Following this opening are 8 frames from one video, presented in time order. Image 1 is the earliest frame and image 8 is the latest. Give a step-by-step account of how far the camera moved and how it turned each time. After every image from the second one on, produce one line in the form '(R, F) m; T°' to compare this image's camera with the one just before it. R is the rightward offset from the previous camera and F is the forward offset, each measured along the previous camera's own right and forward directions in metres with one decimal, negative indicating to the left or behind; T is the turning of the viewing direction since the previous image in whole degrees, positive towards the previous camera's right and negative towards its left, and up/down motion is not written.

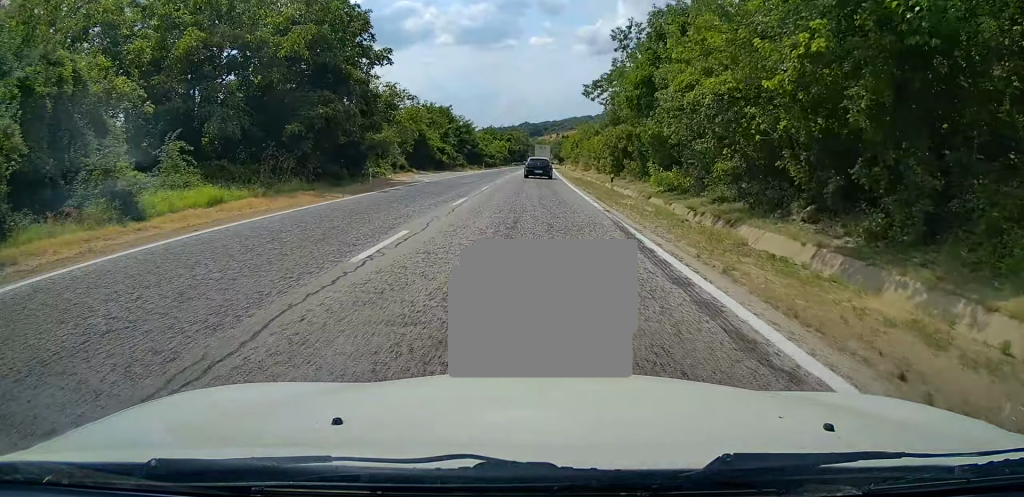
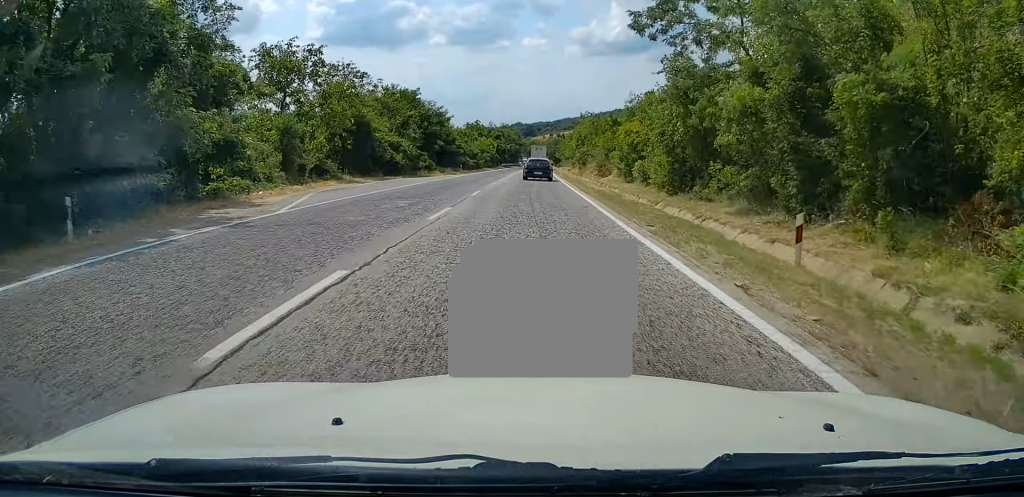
(0.0, +21.7) m; +1°
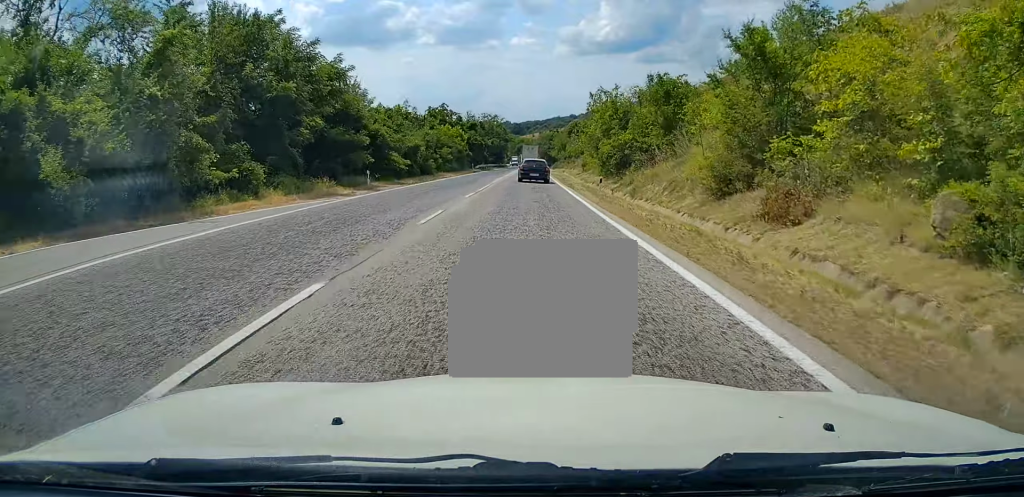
(+0.8, +37.0) m; +1°
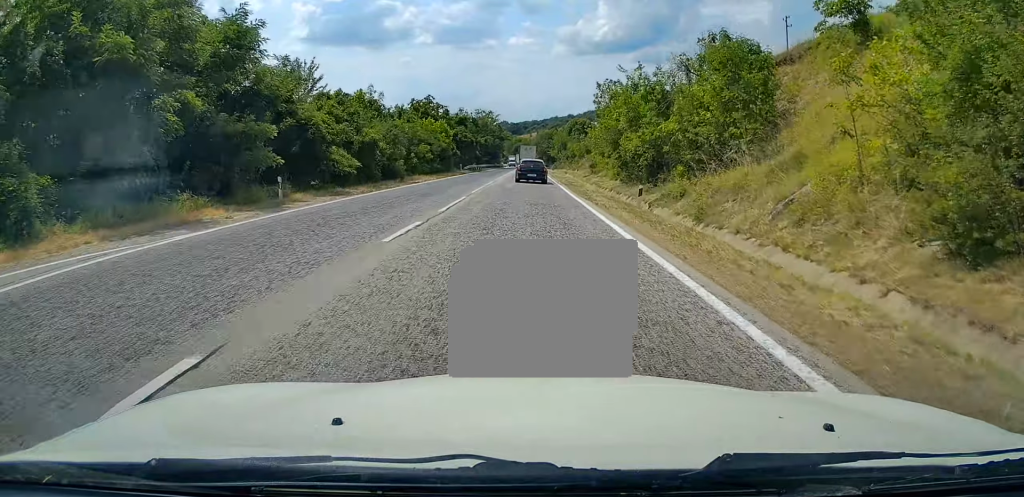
(0.0, +11.6) m; 0°
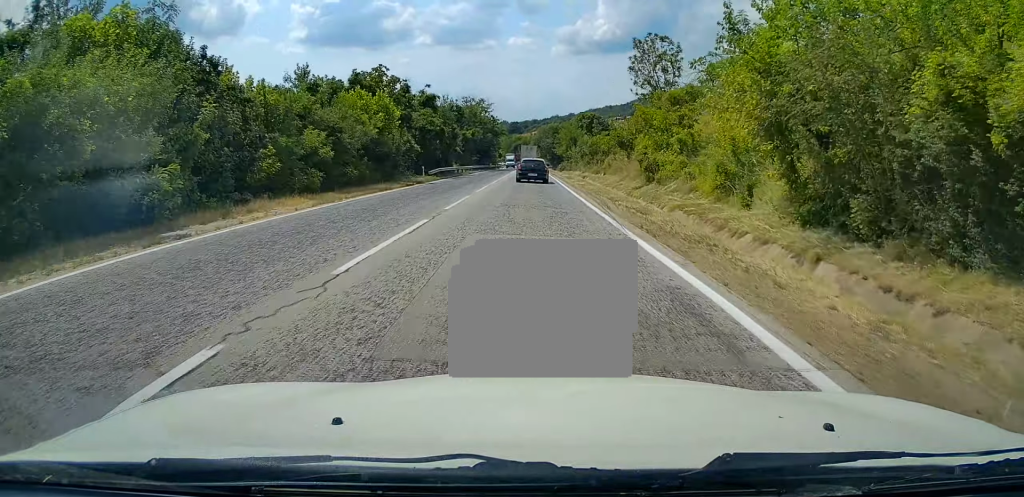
(0.0, +26.2) m; 0°
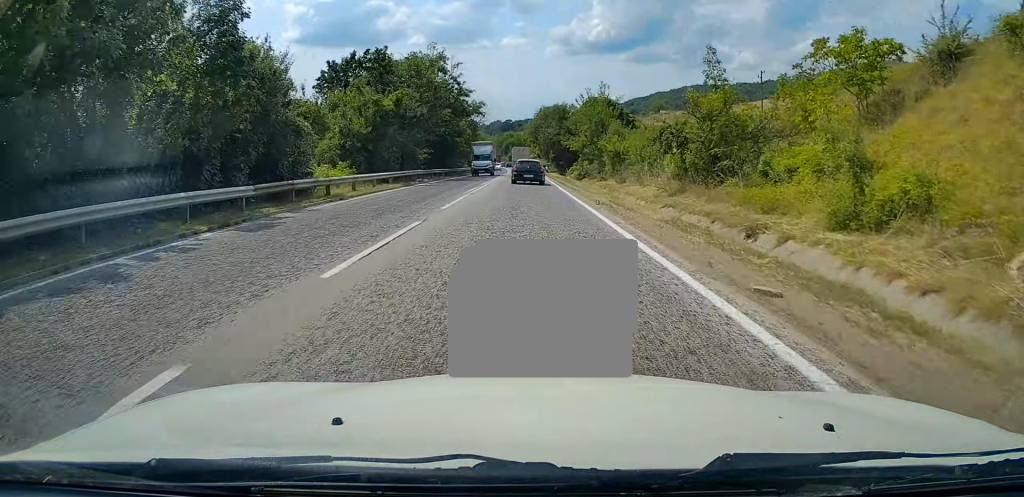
(0.0, +45.0) m; 0°
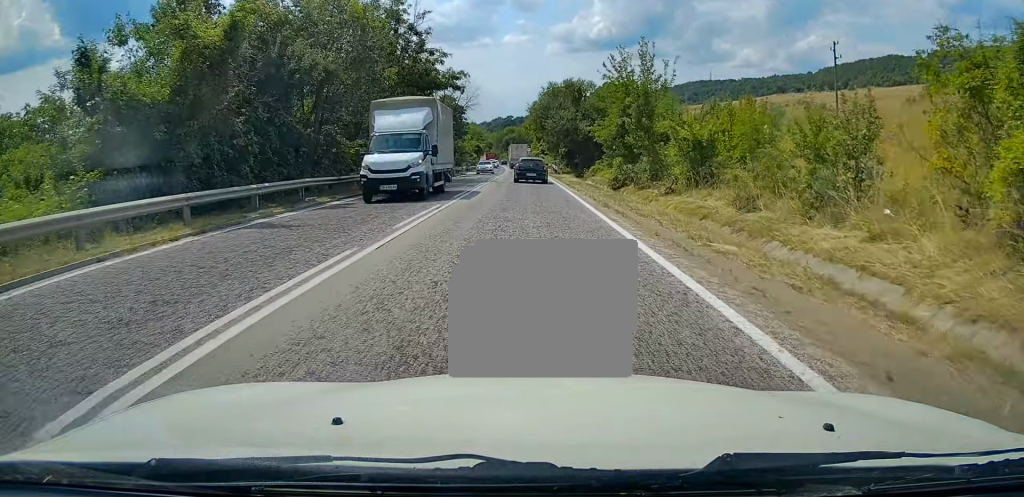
(0.0, +21.9) m; 0°
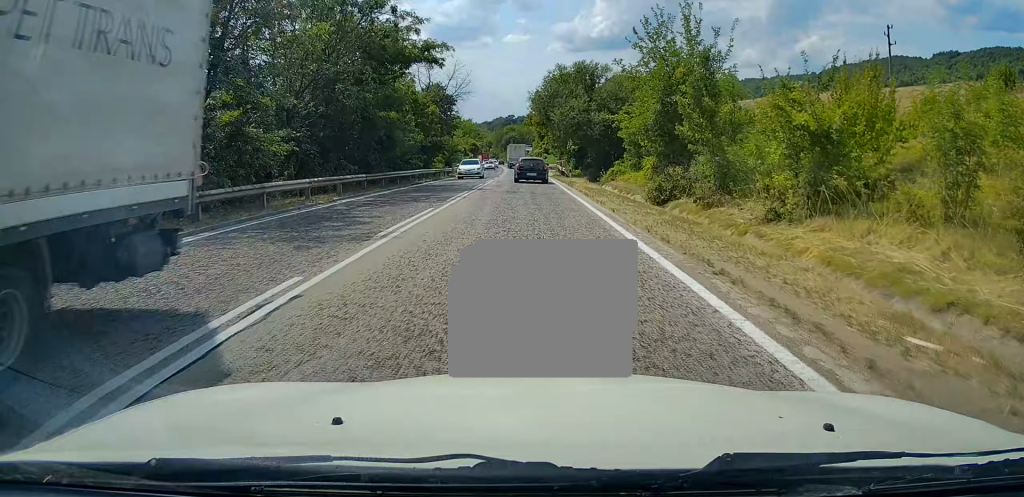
(0.0, +11.0) m; 0°
